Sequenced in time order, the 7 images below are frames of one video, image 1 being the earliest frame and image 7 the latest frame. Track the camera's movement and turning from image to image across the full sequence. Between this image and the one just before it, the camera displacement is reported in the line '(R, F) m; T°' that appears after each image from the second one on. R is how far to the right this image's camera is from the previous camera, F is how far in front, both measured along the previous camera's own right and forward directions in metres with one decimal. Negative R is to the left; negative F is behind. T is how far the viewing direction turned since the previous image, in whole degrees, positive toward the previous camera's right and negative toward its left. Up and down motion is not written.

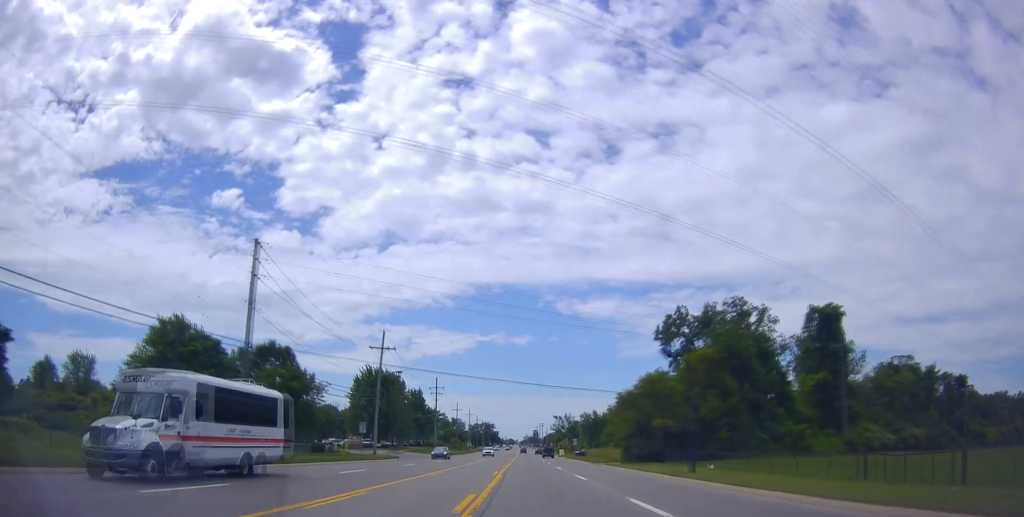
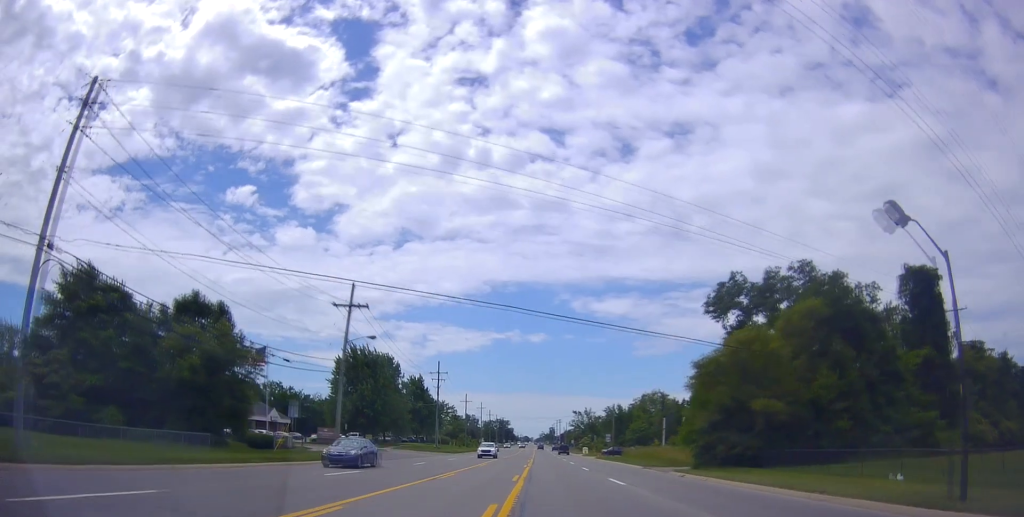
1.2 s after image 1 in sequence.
(-0.2, +19.6) m; 0°
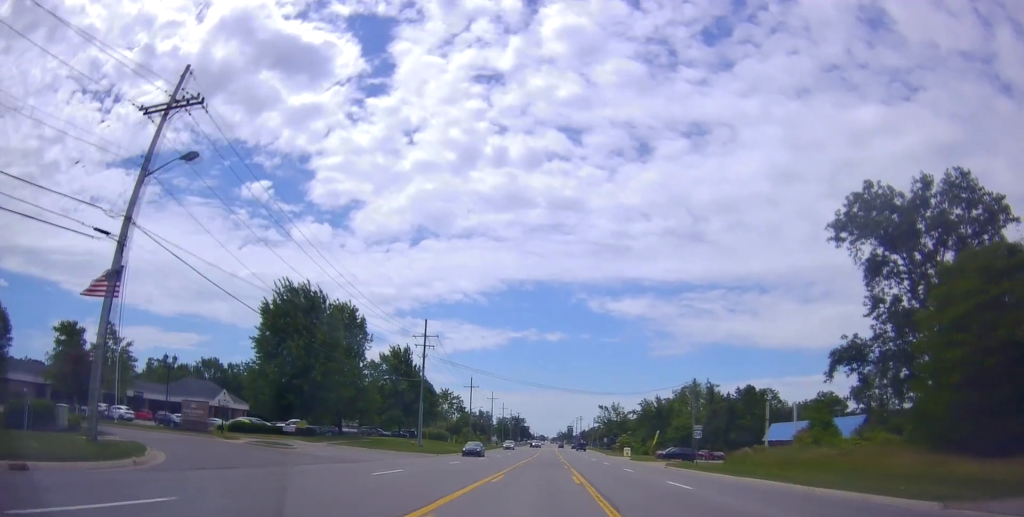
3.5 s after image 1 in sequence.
(0.0, +34.9) m; 0°
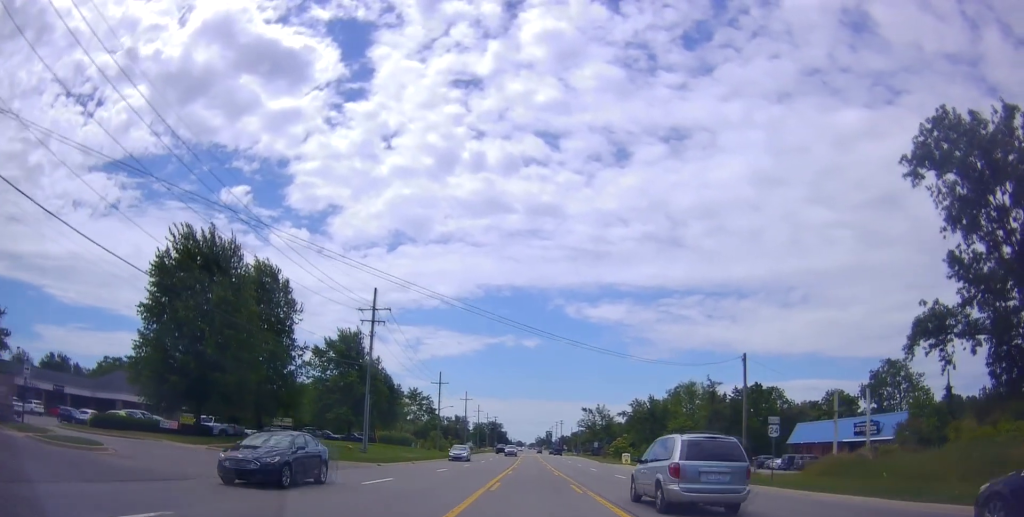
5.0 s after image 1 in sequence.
(+0.1, +18.6) m; -1°
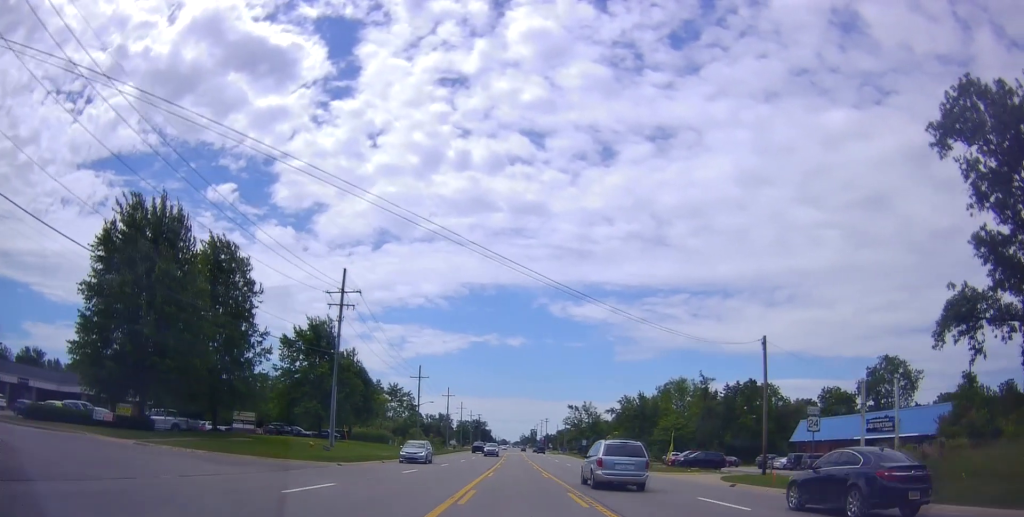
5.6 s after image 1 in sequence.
(-0.5, +6.2) m; 0°
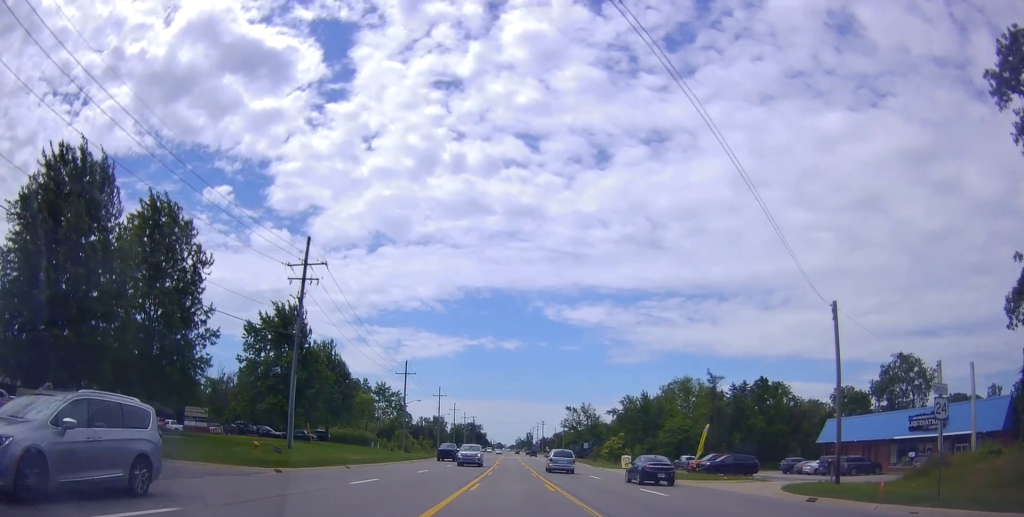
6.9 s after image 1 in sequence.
(+0.8, +11.9) m; +1°
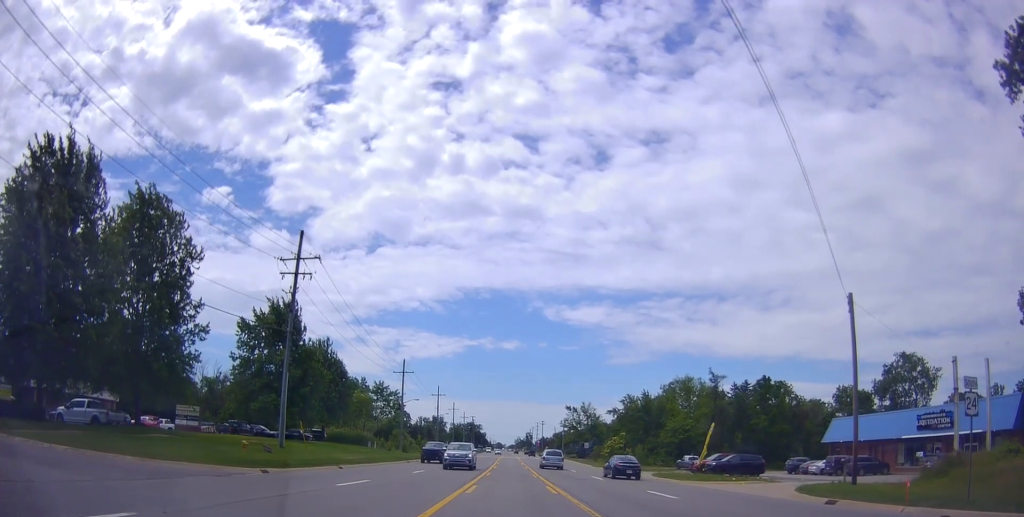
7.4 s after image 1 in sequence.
(-0.1, +3.3) m; -4°
